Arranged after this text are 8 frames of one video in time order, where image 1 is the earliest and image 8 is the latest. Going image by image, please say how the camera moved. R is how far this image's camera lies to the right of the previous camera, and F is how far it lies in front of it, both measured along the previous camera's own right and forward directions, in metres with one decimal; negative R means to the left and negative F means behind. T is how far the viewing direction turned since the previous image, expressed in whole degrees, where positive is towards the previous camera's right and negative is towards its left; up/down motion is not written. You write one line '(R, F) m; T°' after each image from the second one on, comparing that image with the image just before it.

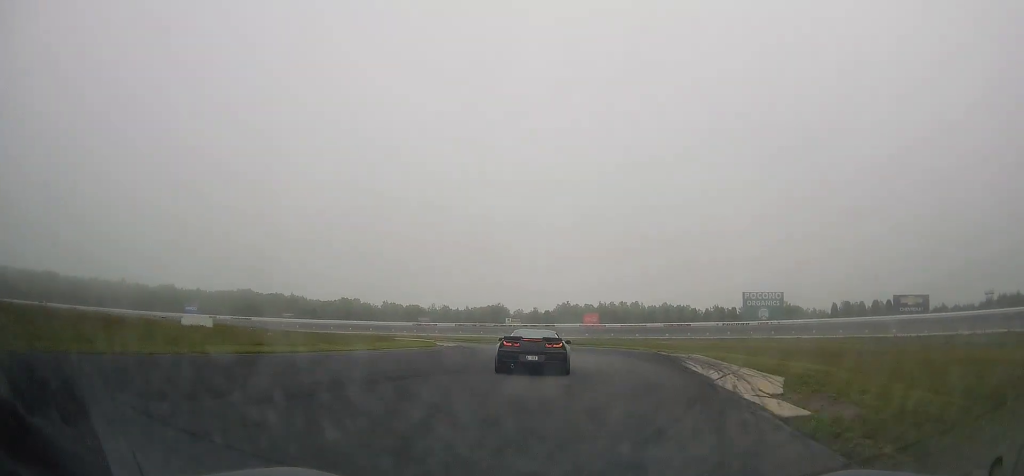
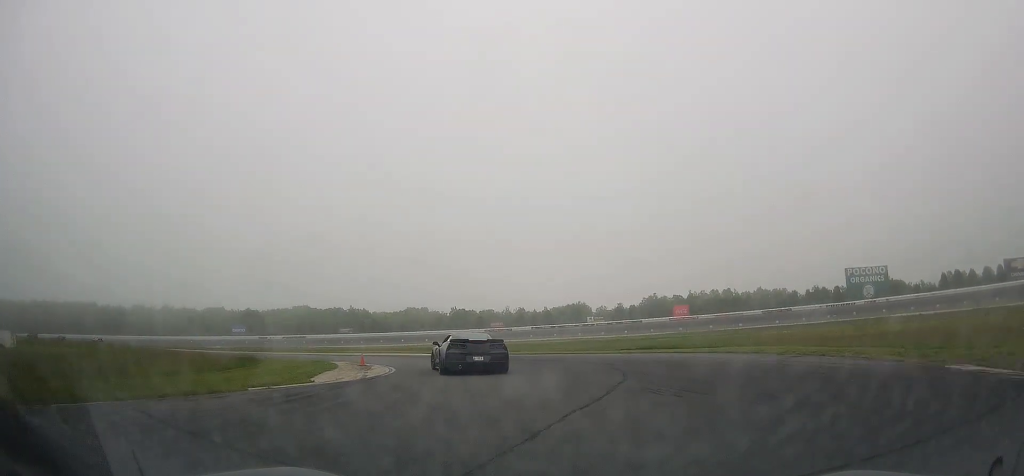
(-0.2, +26.4) m; -12°
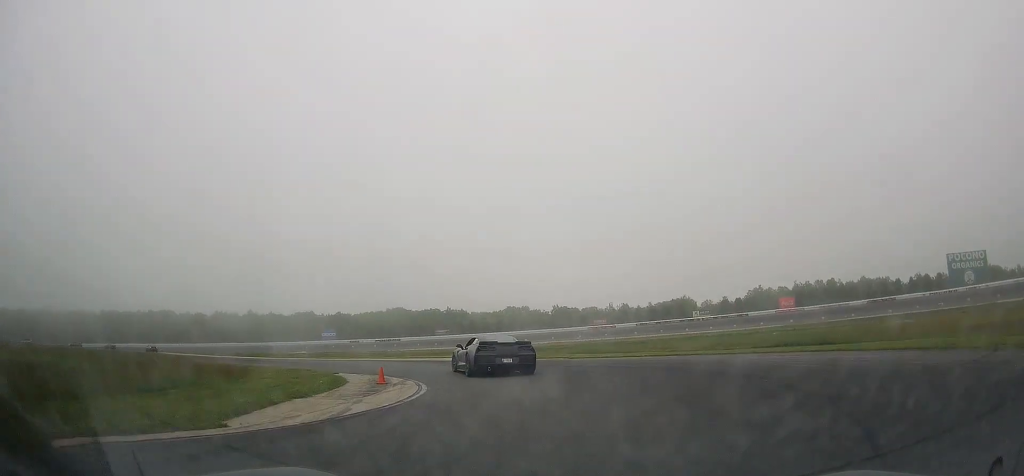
(+0.4, +7.6) m; -8°
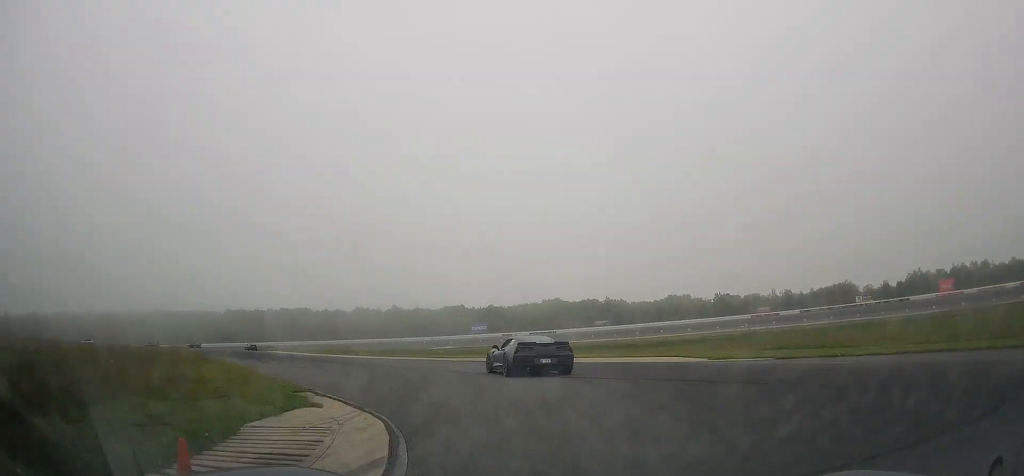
(-2.4, +11.1) m; -14°
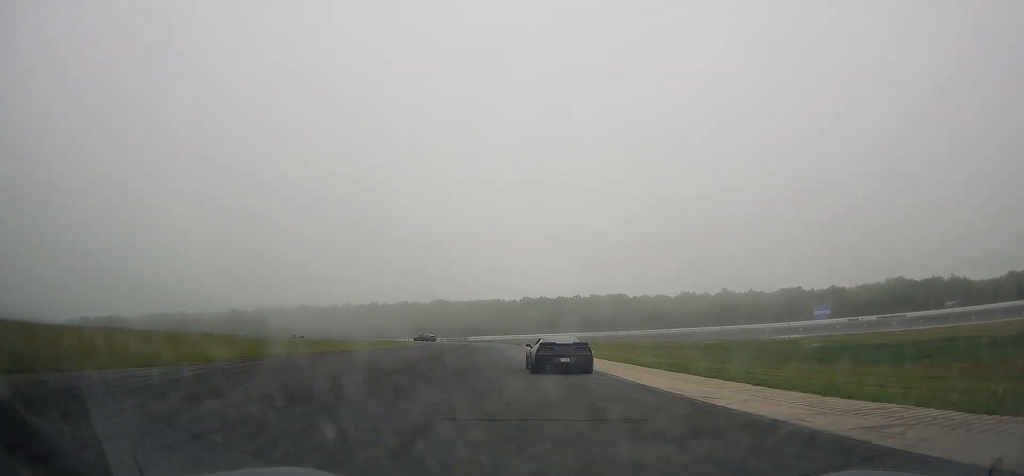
(-12.9, +38.2) m; -29°
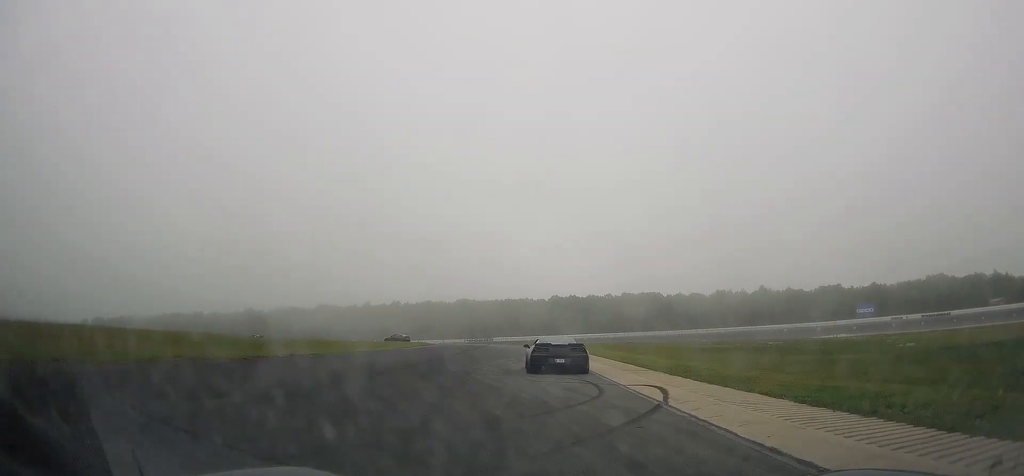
(-0.6, +12.9) m; -3°
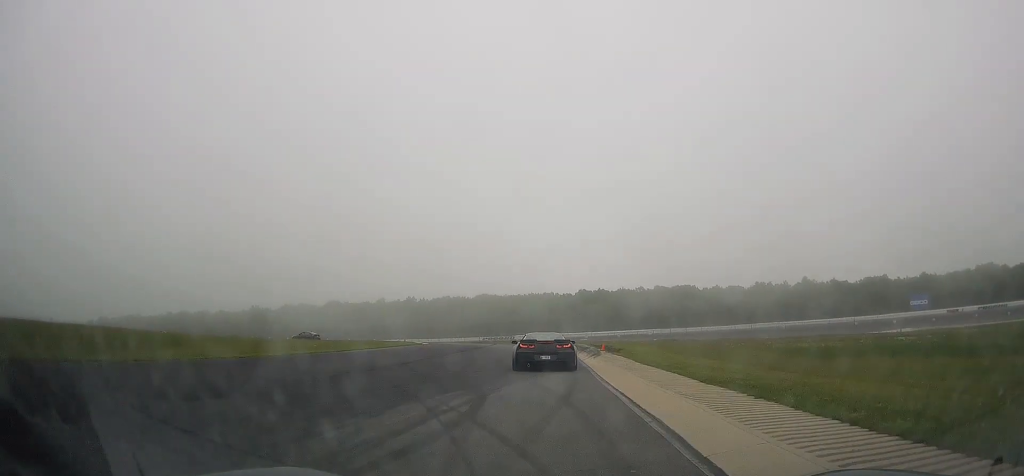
(-0.7, +20.5) m; -2°
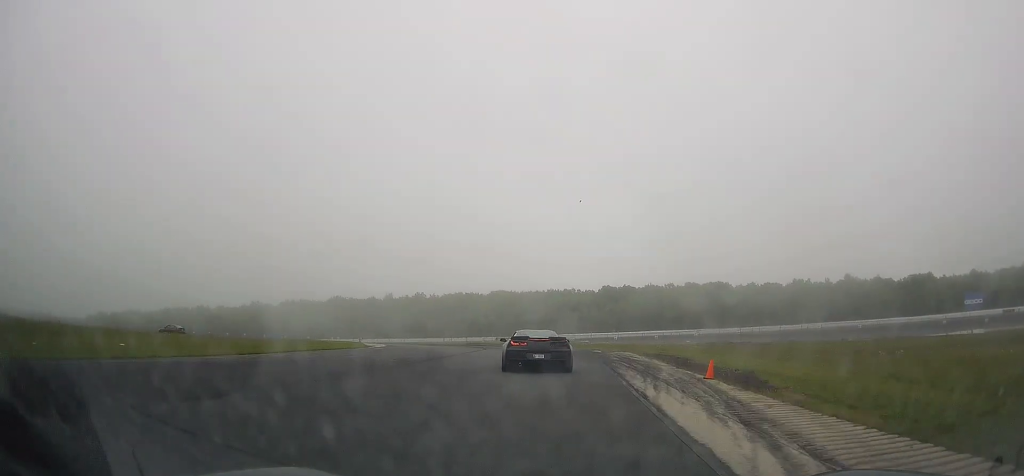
(+0.2, +20.7) m; -3°
